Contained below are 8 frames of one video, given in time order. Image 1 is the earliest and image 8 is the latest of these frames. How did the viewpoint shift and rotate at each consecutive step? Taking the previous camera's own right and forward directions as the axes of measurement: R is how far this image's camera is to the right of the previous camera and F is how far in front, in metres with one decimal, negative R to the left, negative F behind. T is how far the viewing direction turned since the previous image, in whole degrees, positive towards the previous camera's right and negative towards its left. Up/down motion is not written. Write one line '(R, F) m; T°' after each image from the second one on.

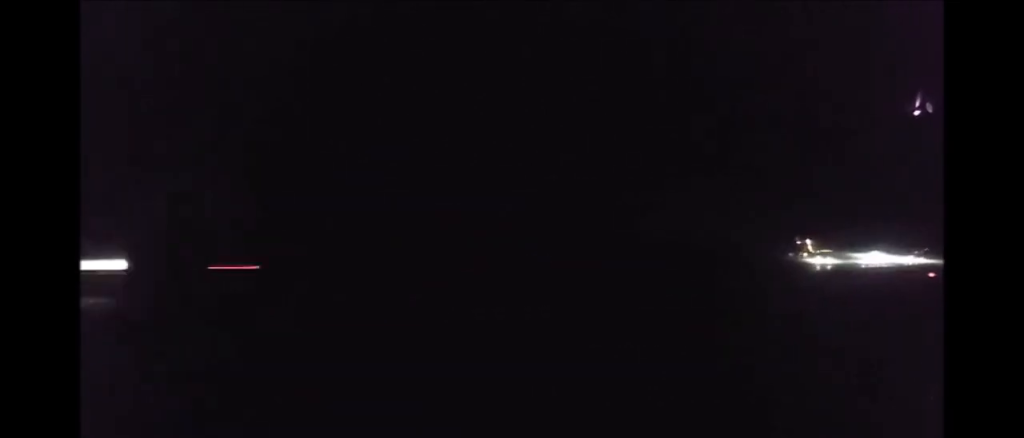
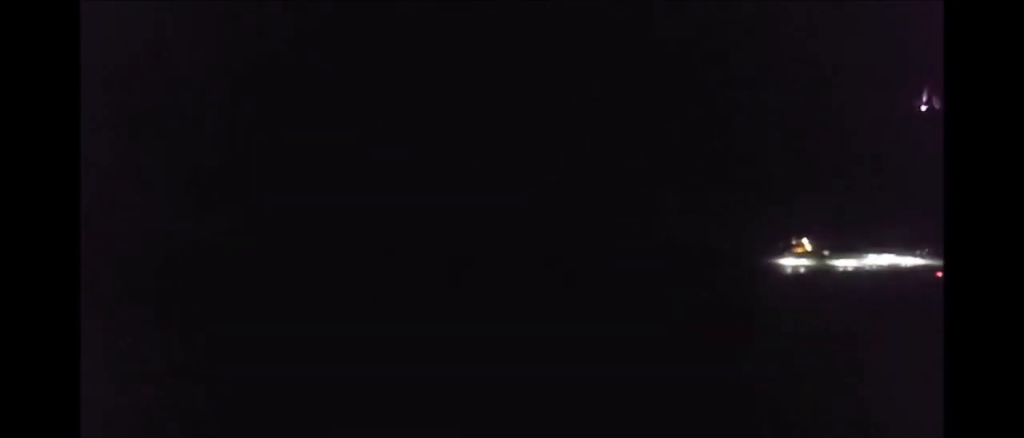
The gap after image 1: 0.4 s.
(+0.1, +14.6) m; +1°
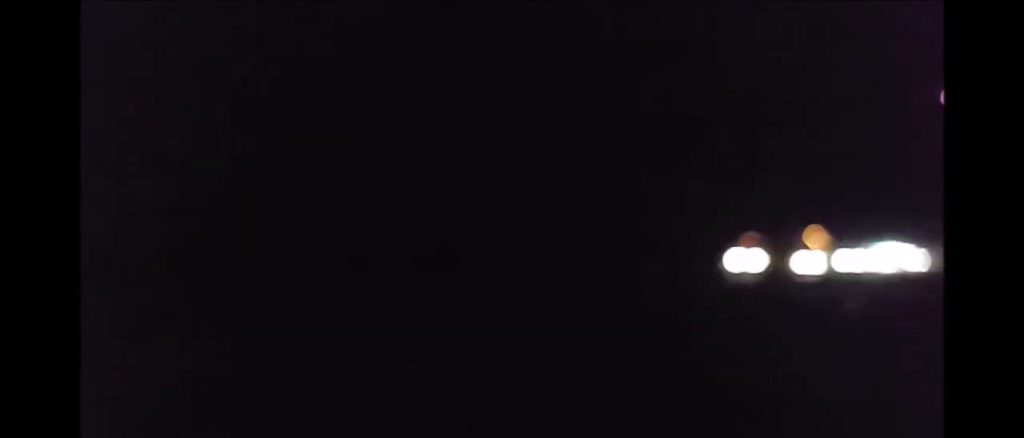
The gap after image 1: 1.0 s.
(+0.2, +17.6) m; 0°
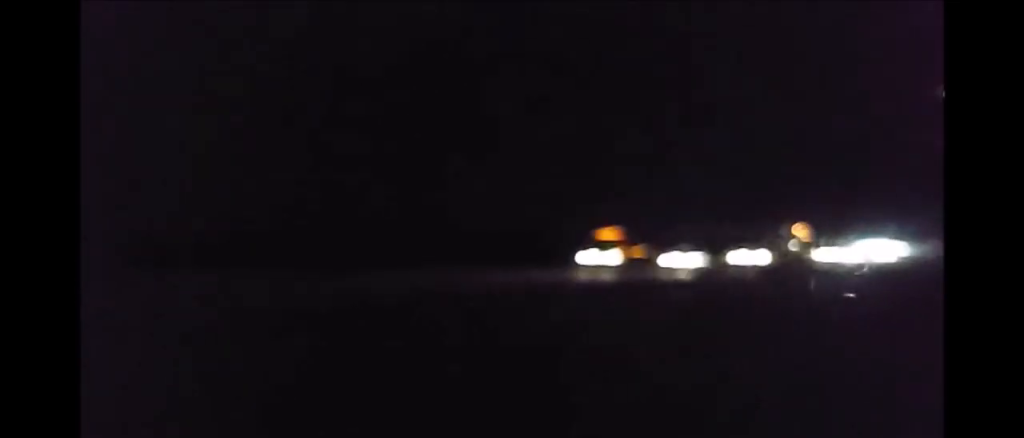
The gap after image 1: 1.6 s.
(+0.1, +19.6) m; 0°
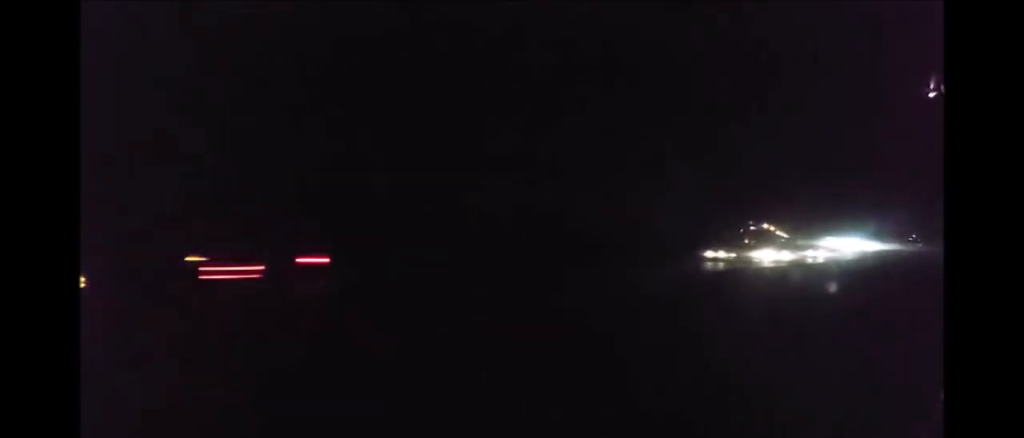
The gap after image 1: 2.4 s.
(0.0, +26.9) m; 0°
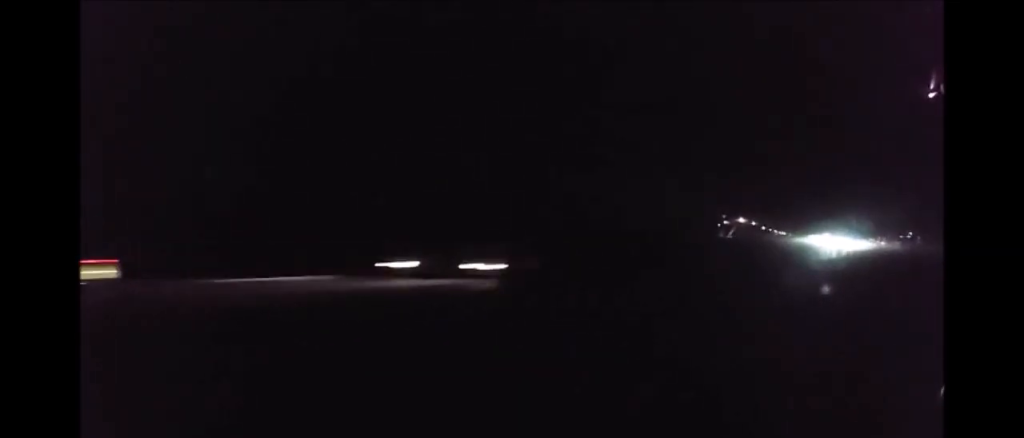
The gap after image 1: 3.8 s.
(+0.1, +43.6) m; -1°
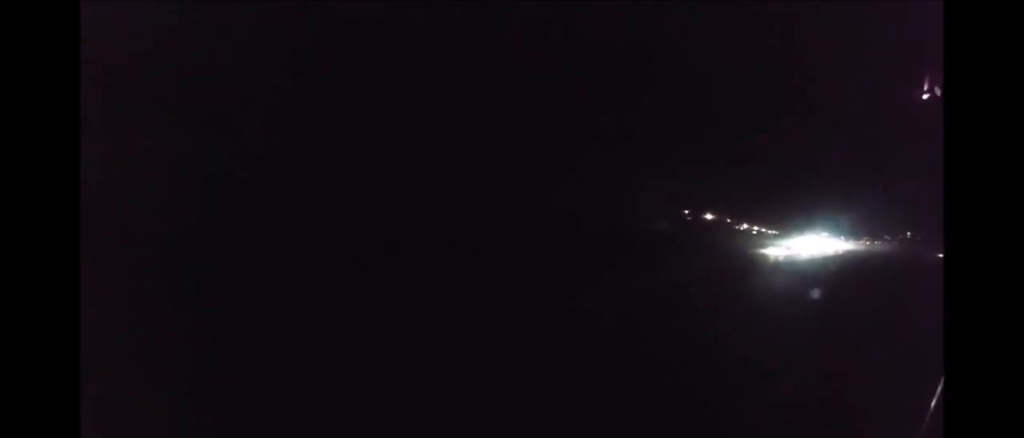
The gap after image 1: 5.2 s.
(-0.6, +44.2) m; -2°
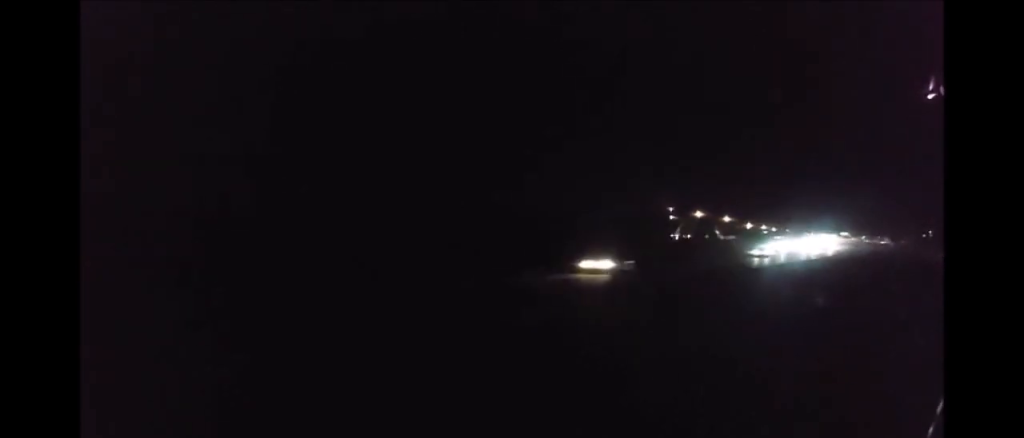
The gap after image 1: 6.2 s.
(-0.3, +31.3) m; -1°
